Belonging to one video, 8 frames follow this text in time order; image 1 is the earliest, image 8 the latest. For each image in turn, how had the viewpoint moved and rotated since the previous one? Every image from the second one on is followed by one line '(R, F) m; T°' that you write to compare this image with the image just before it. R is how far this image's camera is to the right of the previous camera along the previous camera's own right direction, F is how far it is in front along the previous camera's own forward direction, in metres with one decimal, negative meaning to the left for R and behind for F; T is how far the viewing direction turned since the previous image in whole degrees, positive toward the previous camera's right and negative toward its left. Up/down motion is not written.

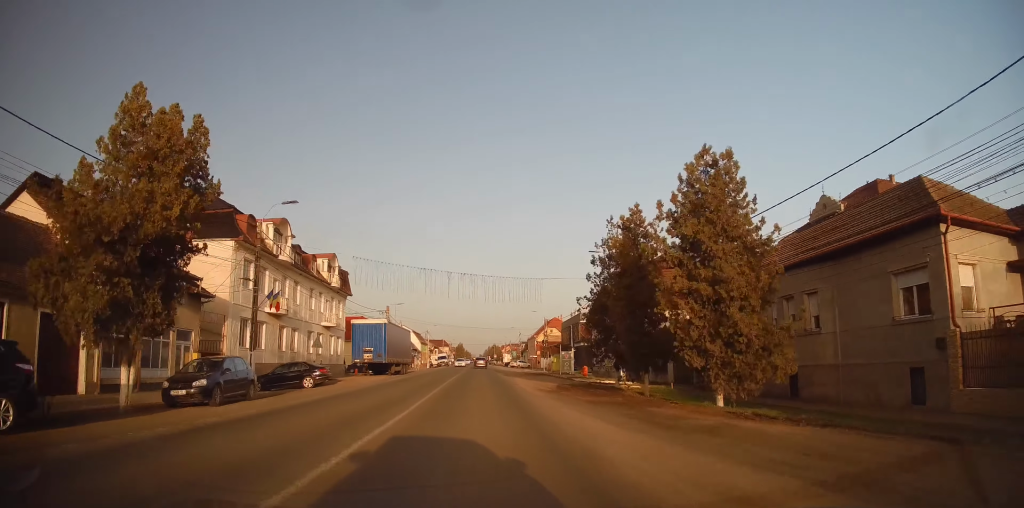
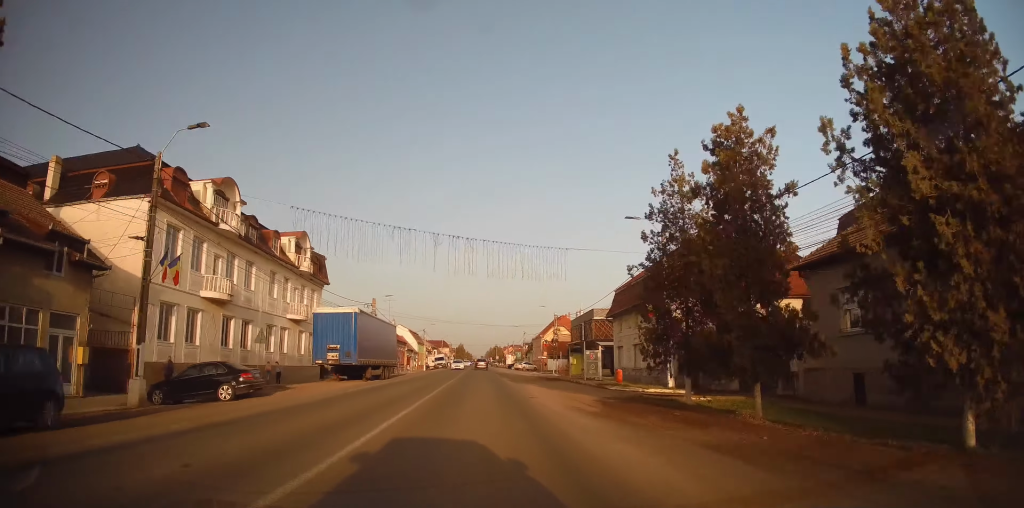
(0.0, +8.7) m; 0°
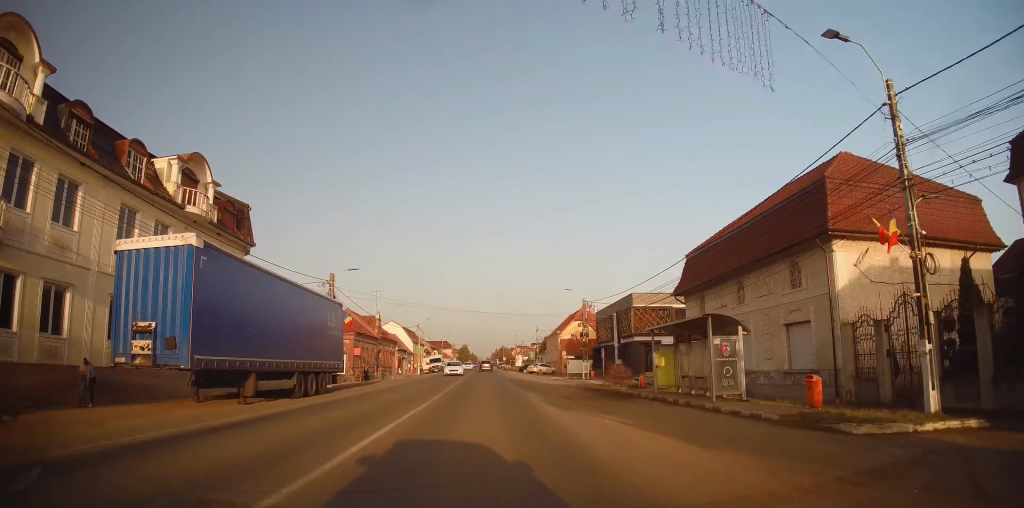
(+0.3, +16.9) m; 0°
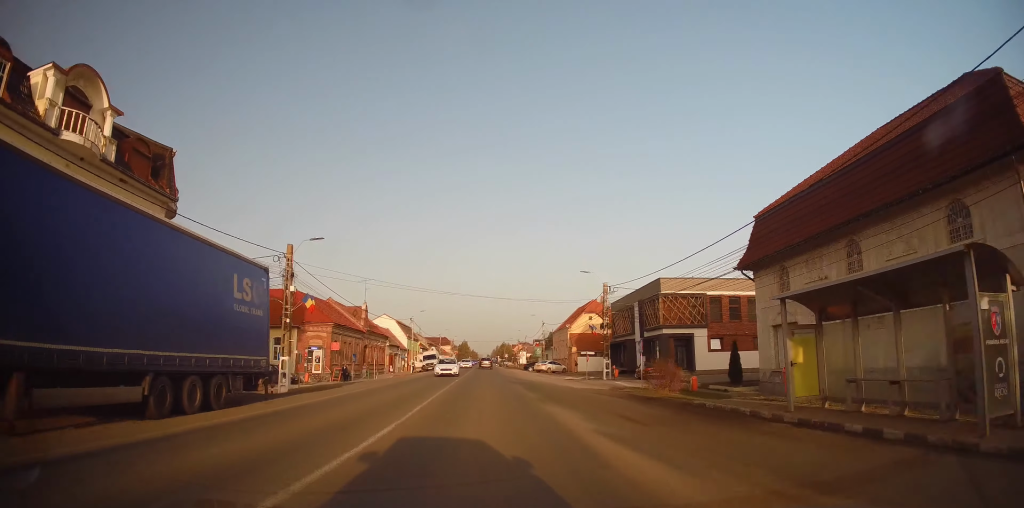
(0.0, +8.7) m; 0°
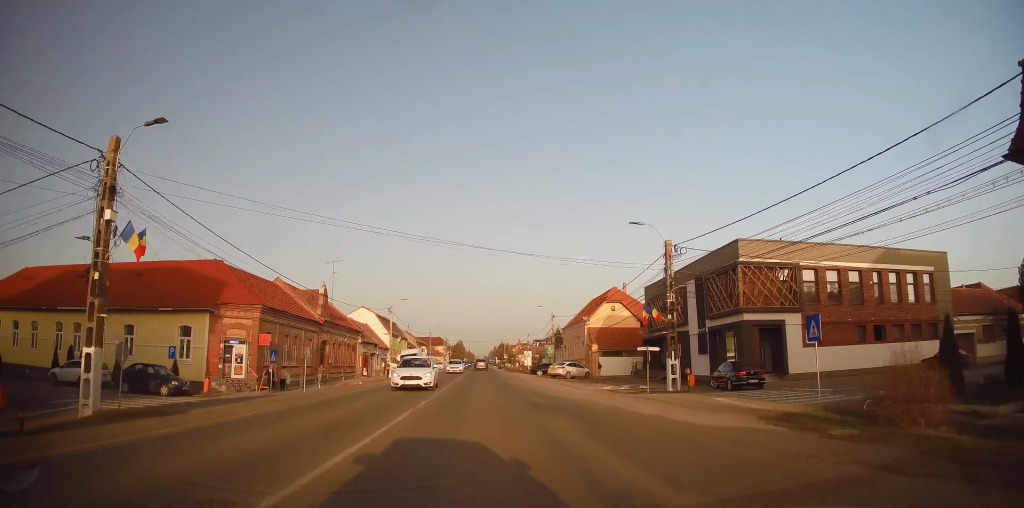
(-0.1, +16.1) m; 0°
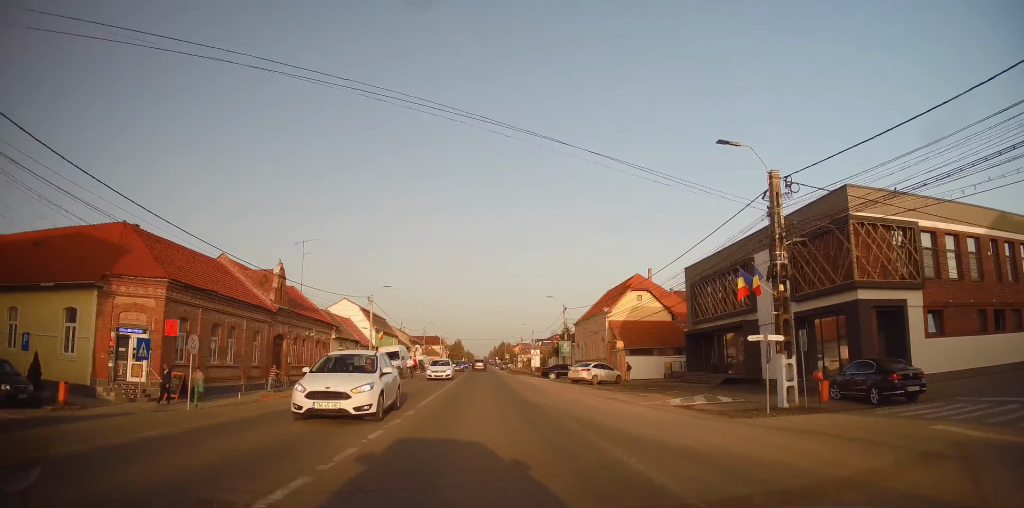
(+0.2, +11.1) m; 0°
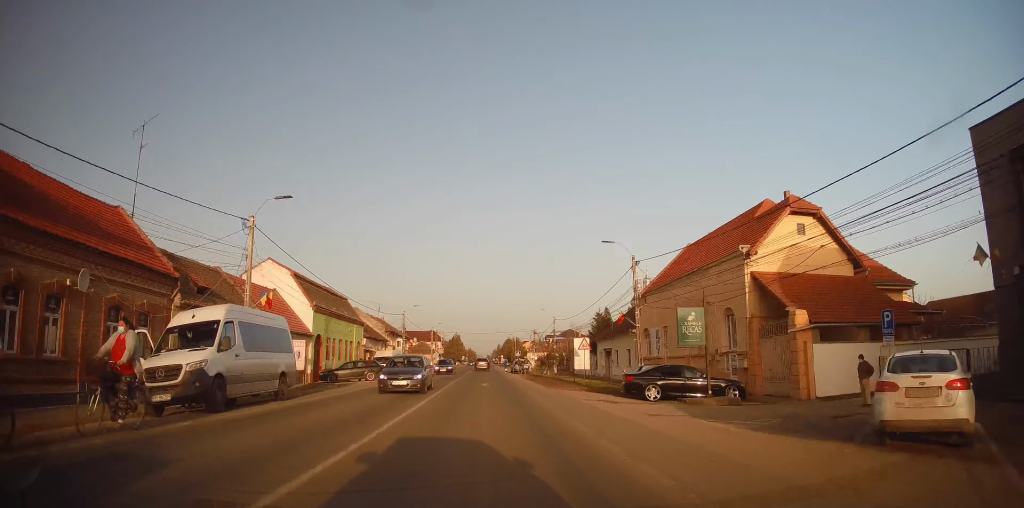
(+0.4, +28.3) m; +1°
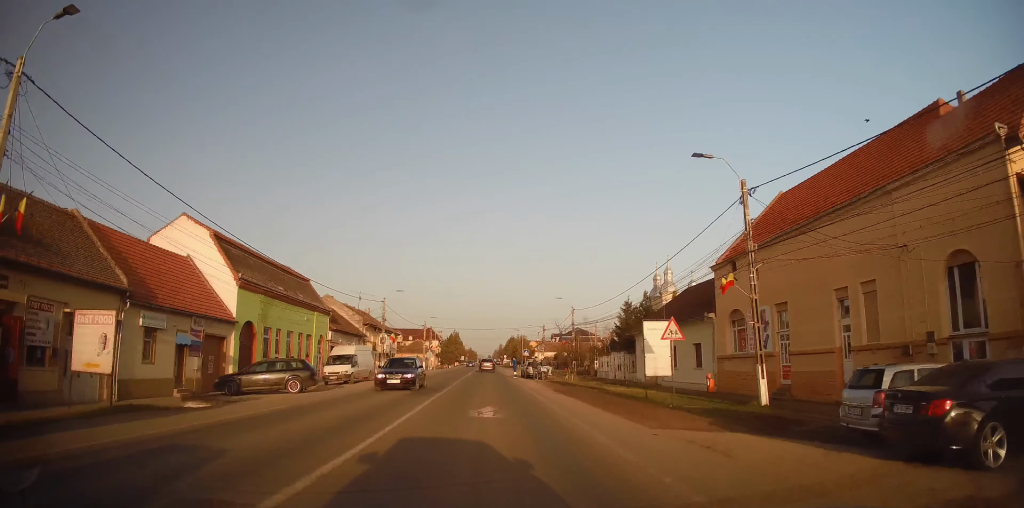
(-0.5, +15.3) m; -2°
